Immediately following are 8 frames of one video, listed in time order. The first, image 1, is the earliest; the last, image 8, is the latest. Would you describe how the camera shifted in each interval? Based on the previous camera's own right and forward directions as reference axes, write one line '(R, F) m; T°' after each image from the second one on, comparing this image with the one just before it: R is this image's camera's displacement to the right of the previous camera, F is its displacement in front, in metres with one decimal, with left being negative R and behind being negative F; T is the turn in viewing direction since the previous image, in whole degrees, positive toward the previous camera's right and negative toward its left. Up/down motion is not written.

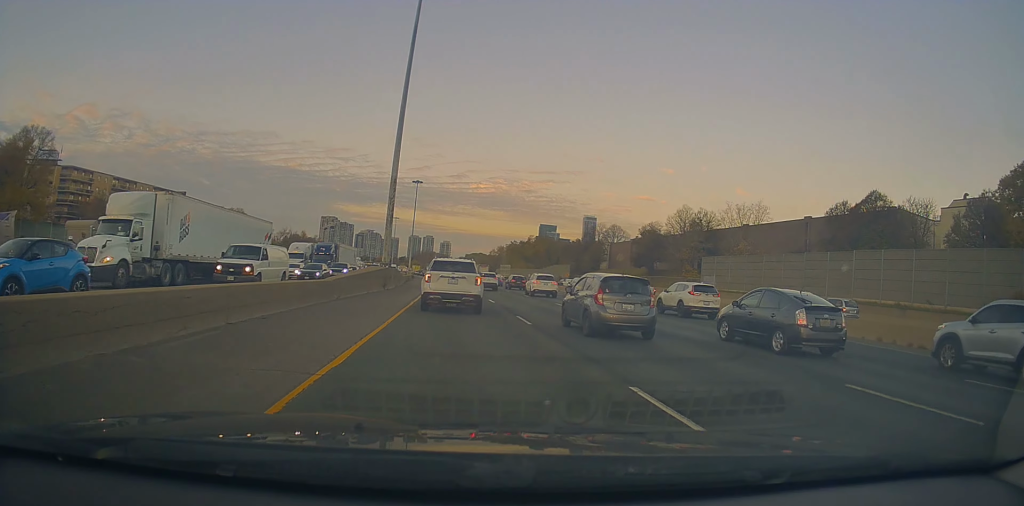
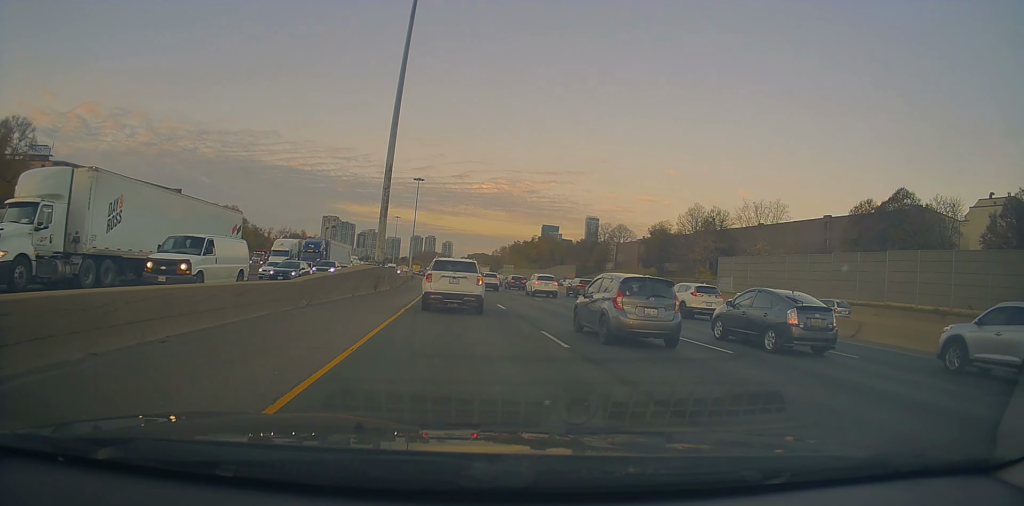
(0.0, +4.9) m; 0°
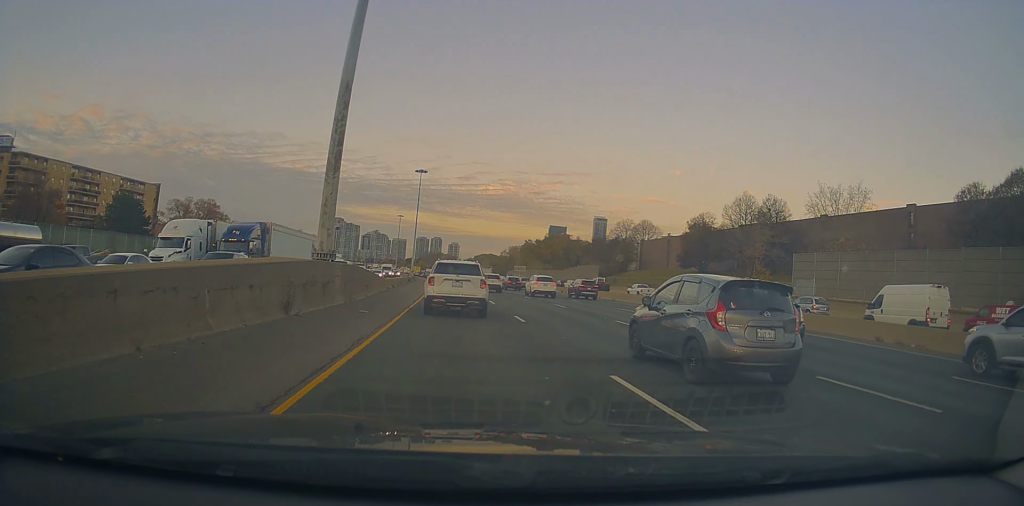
(-0.2, +18.4) m; -2°
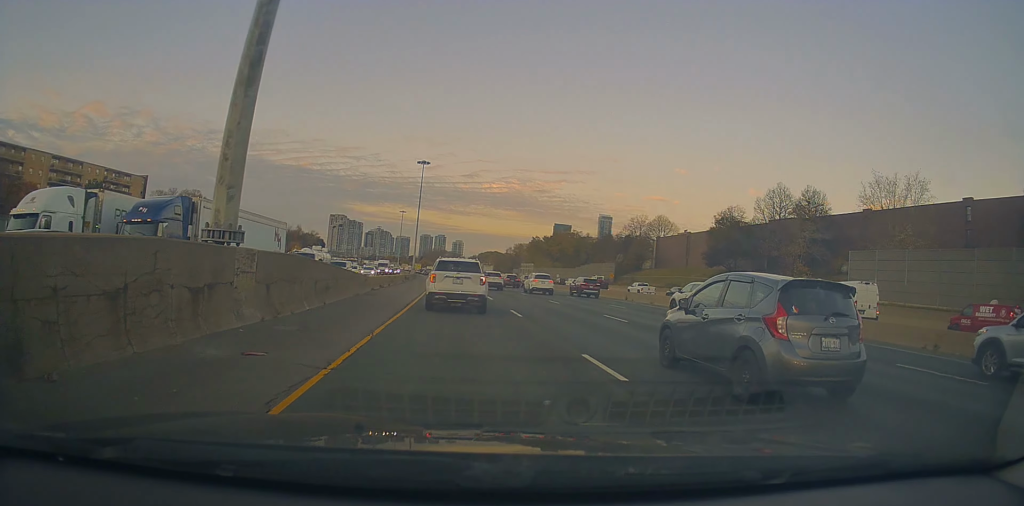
(-0.3, +10.2) m; 0°
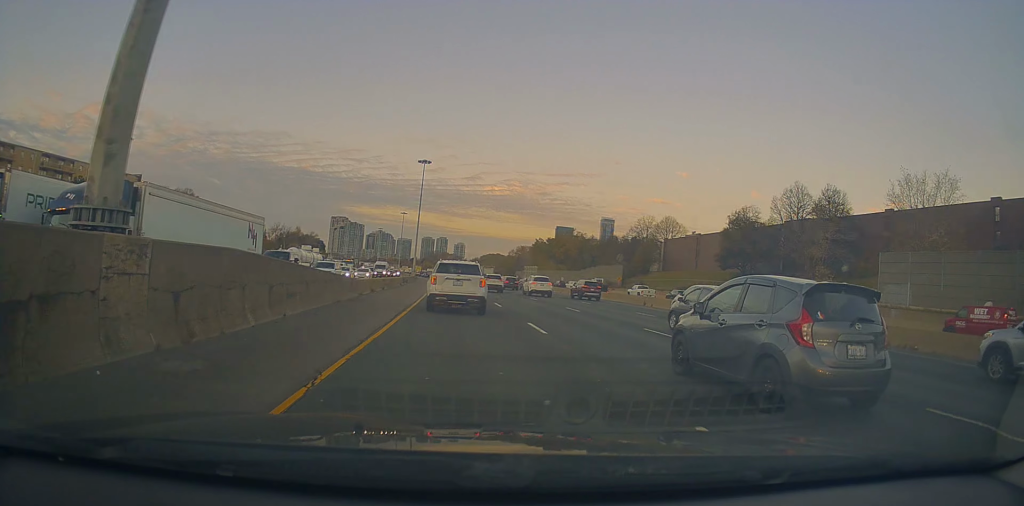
(+0.2, +4.8) m; 0°
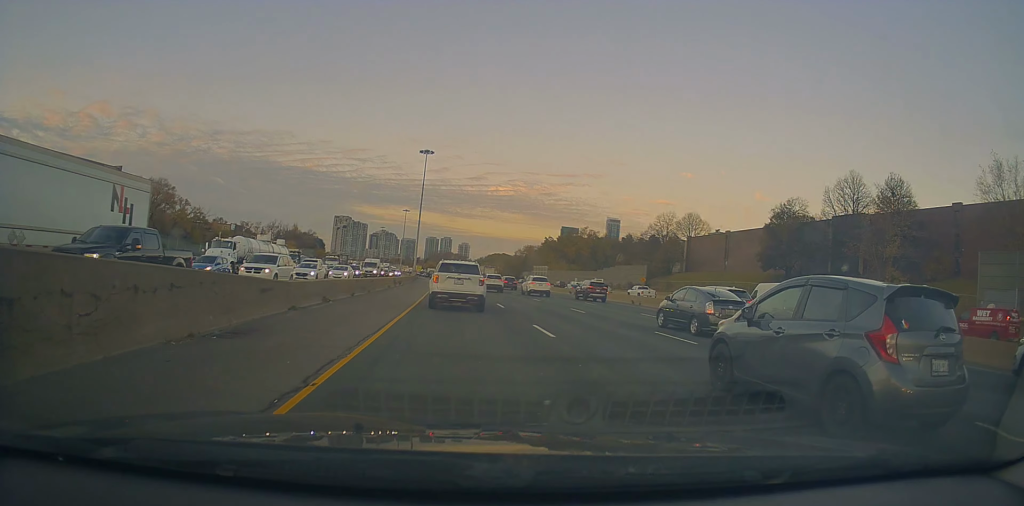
(0.0, +12.8) m; 0°
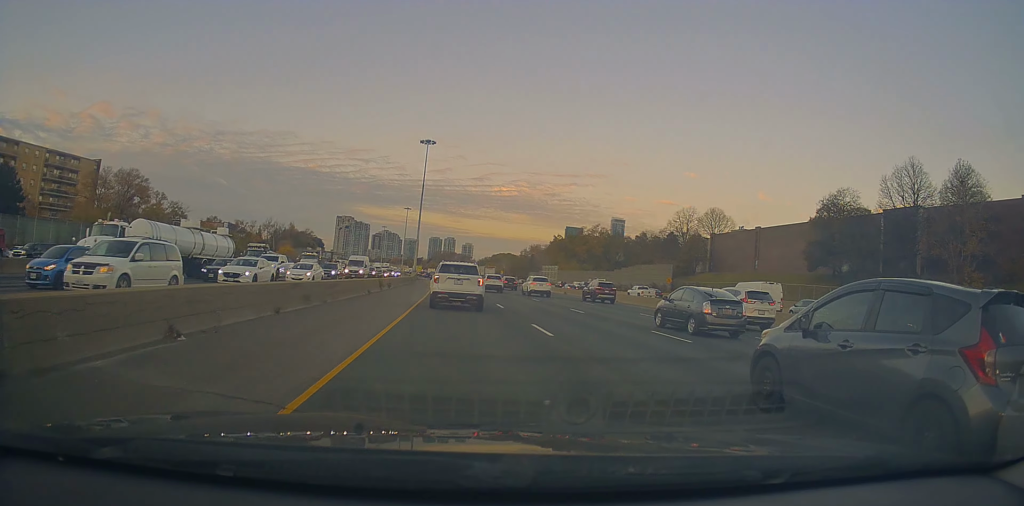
(0.0, +11.5) m; 0°
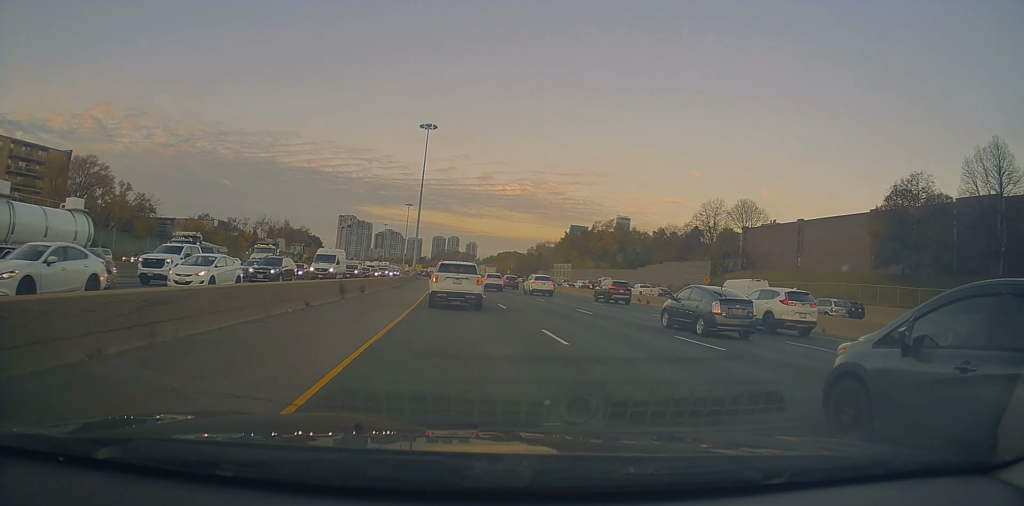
(+0.1, +13.6) m; -1°
